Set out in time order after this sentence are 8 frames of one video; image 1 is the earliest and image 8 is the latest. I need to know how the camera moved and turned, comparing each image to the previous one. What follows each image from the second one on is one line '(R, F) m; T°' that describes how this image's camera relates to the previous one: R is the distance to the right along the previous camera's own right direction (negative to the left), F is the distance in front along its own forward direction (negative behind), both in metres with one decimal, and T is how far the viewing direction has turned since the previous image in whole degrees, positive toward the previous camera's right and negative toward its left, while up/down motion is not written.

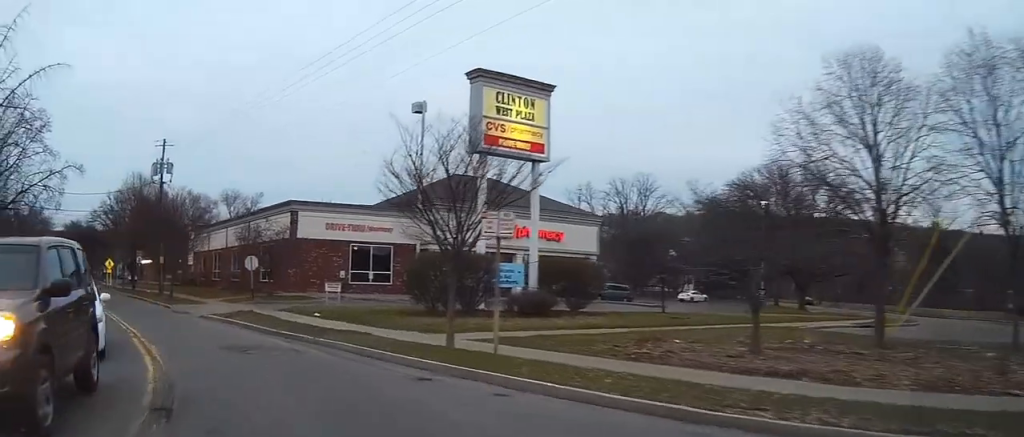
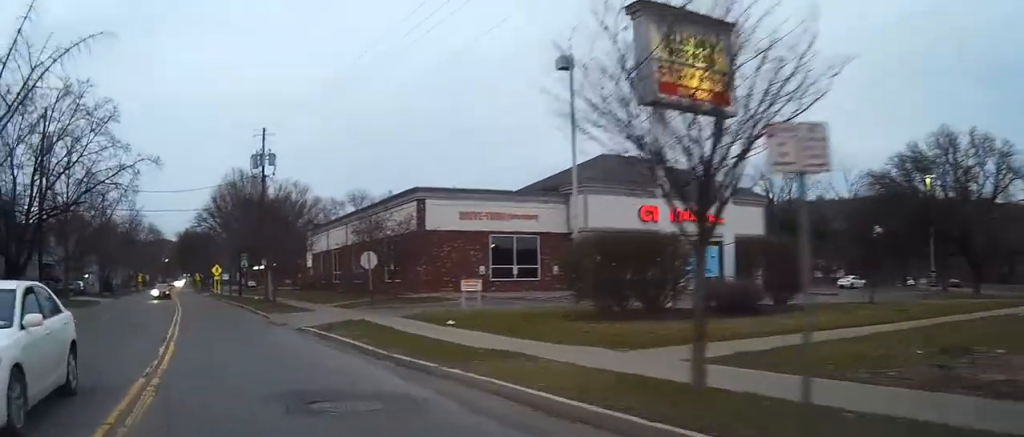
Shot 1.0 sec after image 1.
(-0.6, +7.4) m; -11°
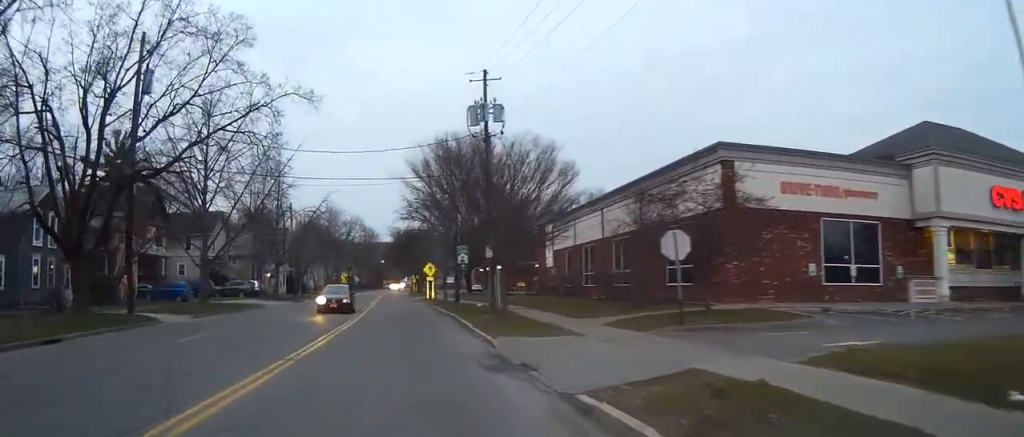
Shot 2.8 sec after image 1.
(-2.9, +14.9) m; -20°
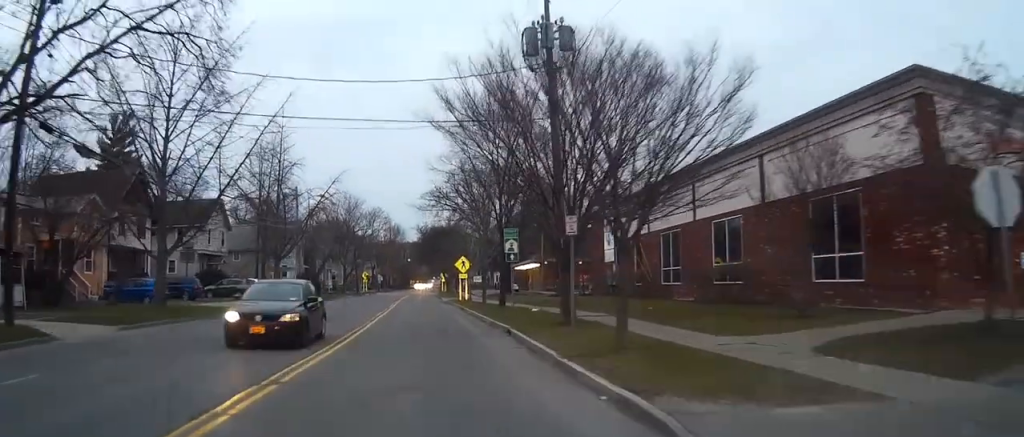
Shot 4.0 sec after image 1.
(-0.6, +11.2) m; -2°
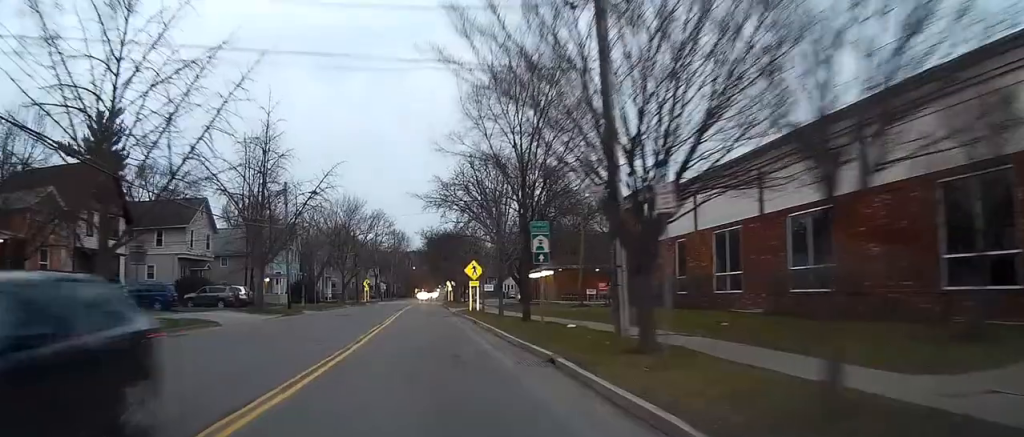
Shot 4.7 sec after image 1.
(+0.1, +6.5) m; +1°
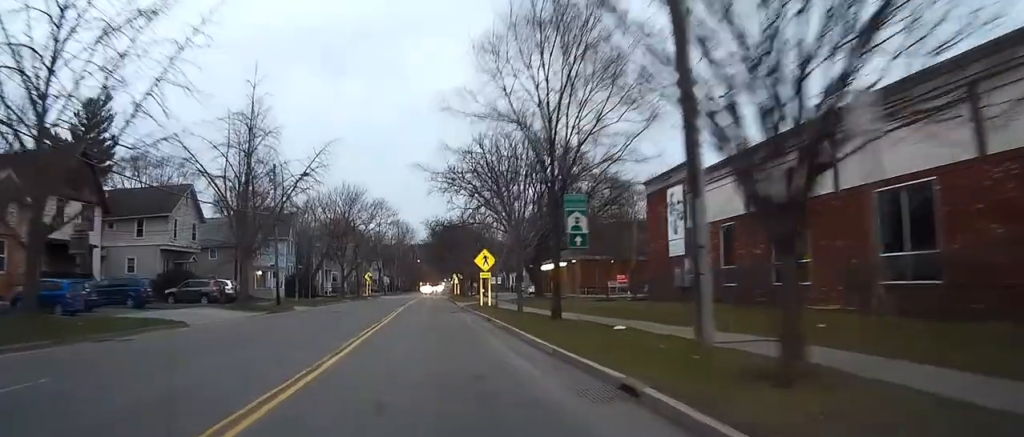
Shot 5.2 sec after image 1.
(0.0, +5.2) m; 0°
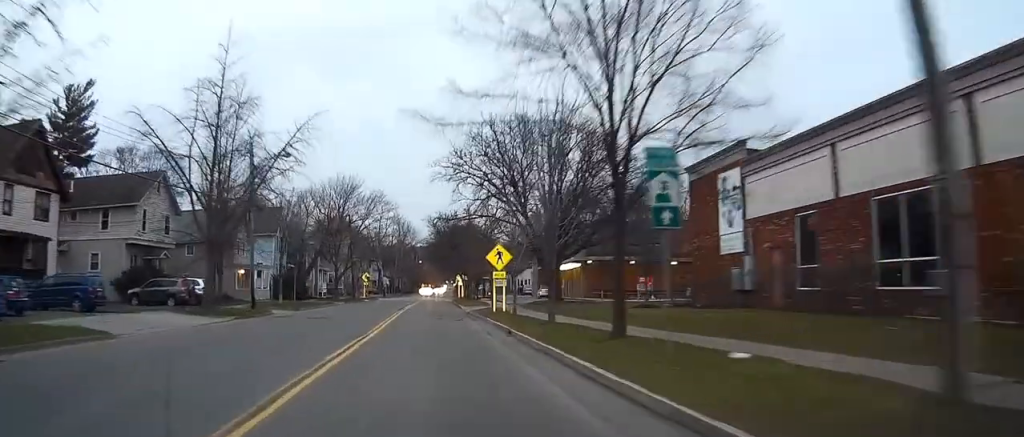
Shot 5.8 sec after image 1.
(0.0, +6.7) m; 0°
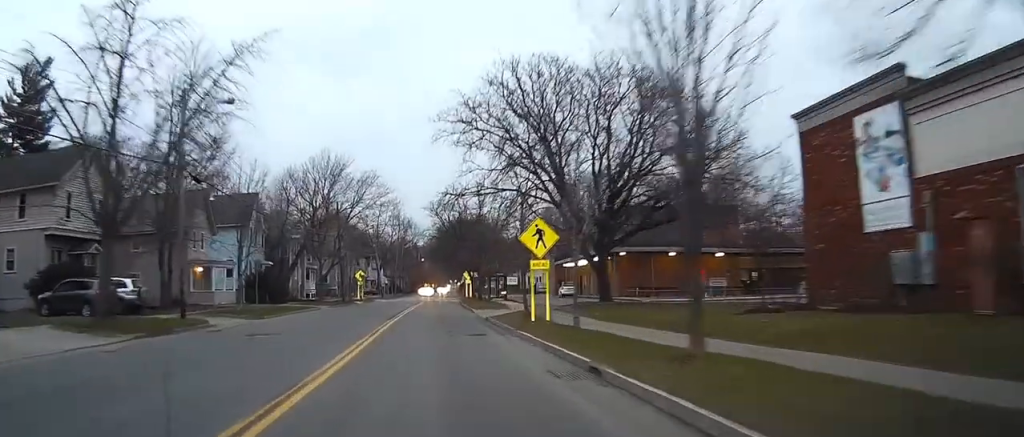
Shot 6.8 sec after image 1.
(-0.1, +11.5) m; 0°
